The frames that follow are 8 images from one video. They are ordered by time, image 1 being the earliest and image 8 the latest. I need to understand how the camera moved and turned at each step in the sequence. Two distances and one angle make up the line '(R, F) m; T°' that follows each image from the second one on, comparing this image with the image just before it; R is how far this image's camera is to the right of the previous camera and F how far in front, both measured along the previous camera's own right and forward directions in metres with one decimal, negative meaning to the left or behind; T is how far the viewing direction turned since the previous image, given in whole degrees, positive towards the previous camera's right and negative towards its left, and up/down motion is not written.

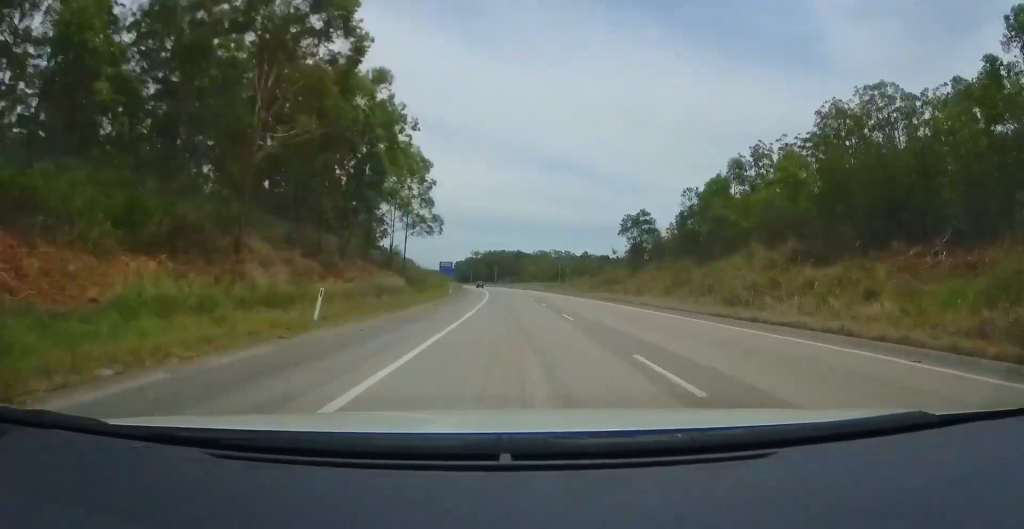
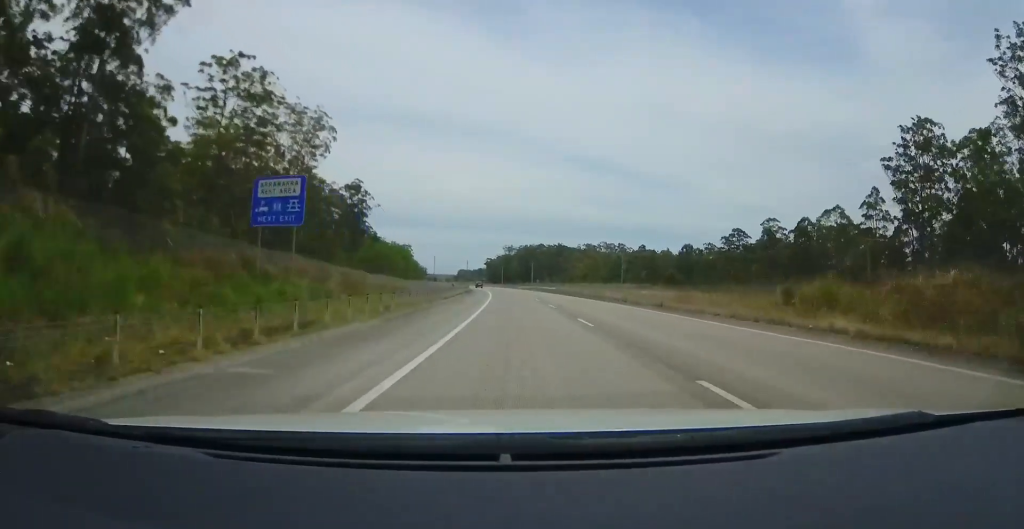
(-1.8, +71.8) m; -3°
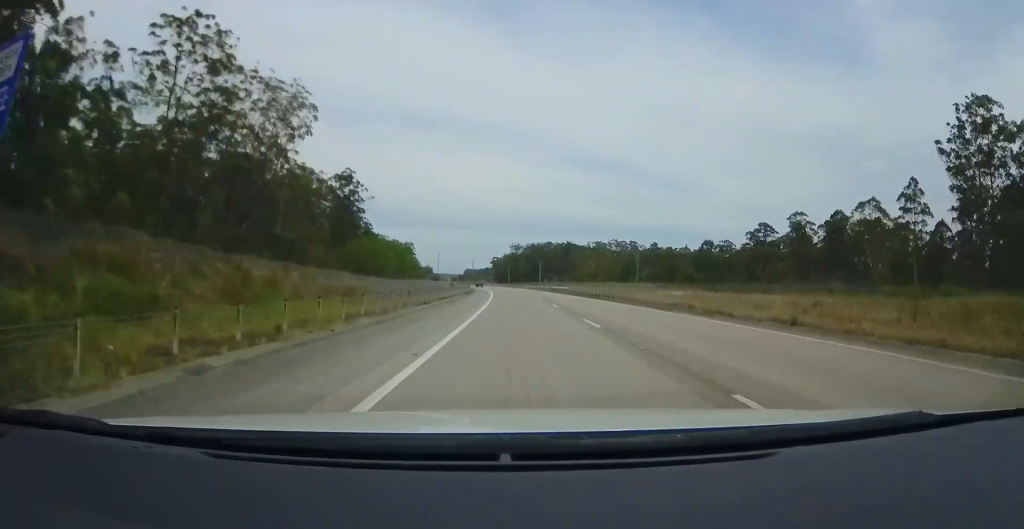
(-0.1, +12.2) m; 0°
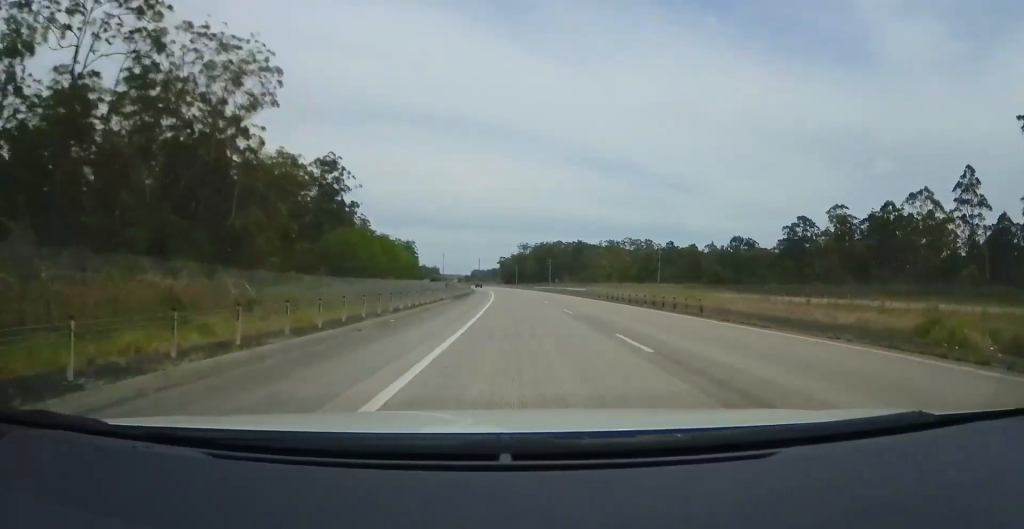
(0.0, +15.5) m; 0°
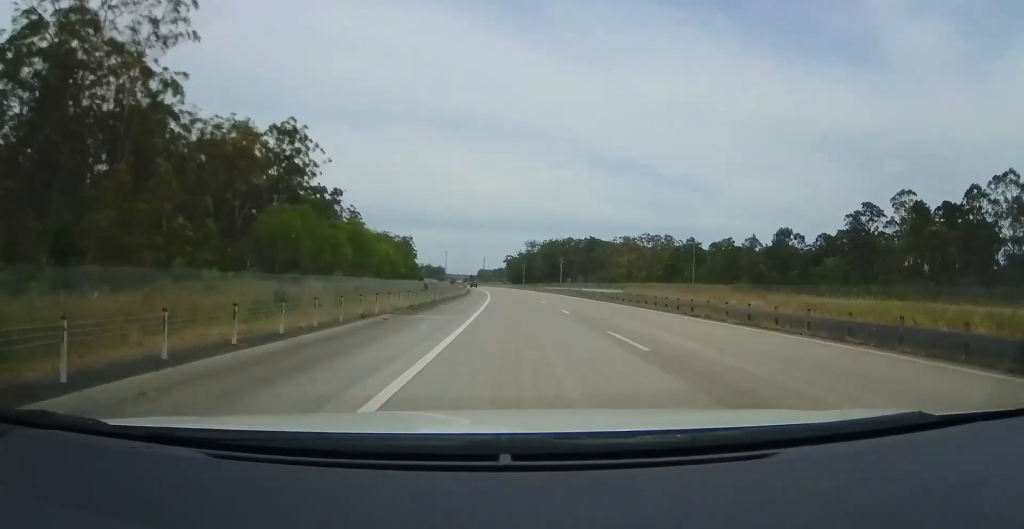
(0.0, +25.7) m; -1°
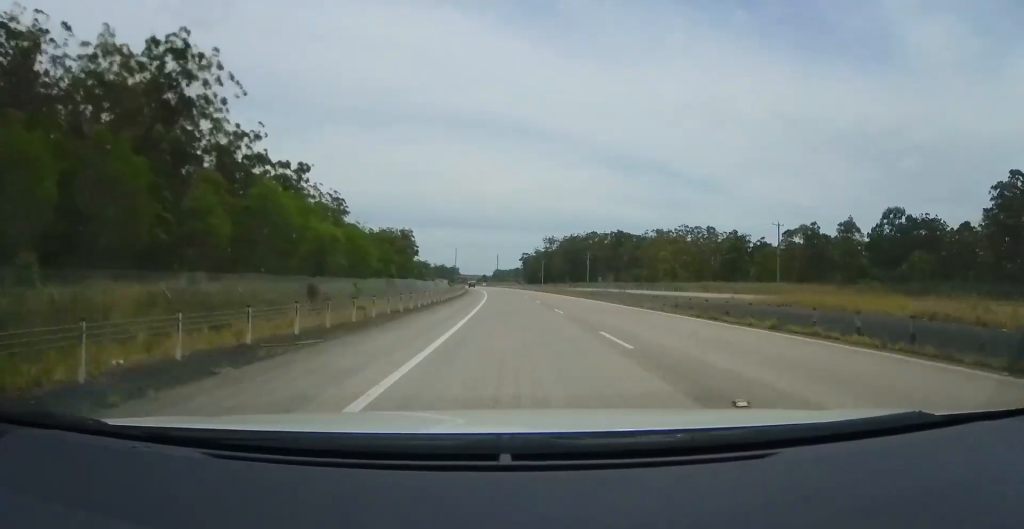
(-0.6, +38.9) m; -3°
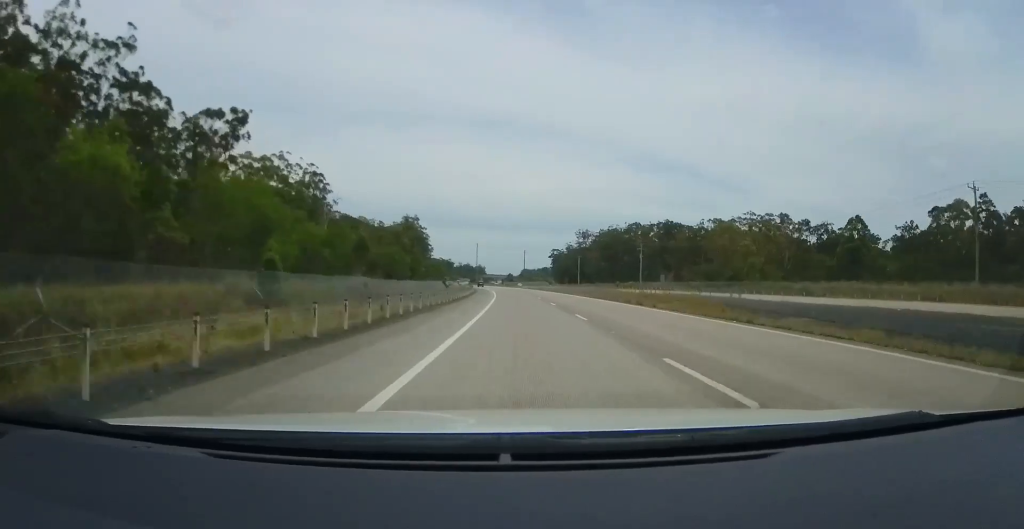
(-1.4, +42.9) m; -3°
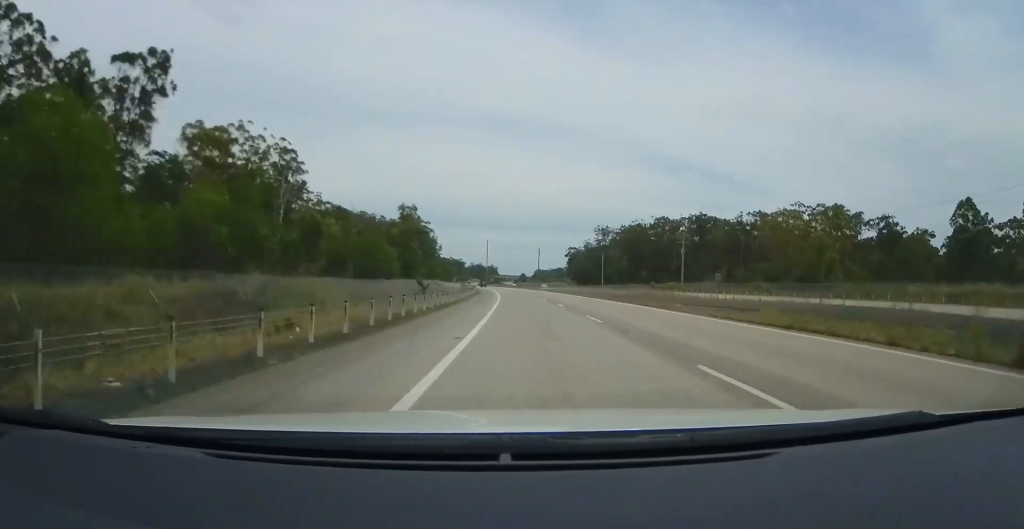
(0.0, +26.2) m; -1°
